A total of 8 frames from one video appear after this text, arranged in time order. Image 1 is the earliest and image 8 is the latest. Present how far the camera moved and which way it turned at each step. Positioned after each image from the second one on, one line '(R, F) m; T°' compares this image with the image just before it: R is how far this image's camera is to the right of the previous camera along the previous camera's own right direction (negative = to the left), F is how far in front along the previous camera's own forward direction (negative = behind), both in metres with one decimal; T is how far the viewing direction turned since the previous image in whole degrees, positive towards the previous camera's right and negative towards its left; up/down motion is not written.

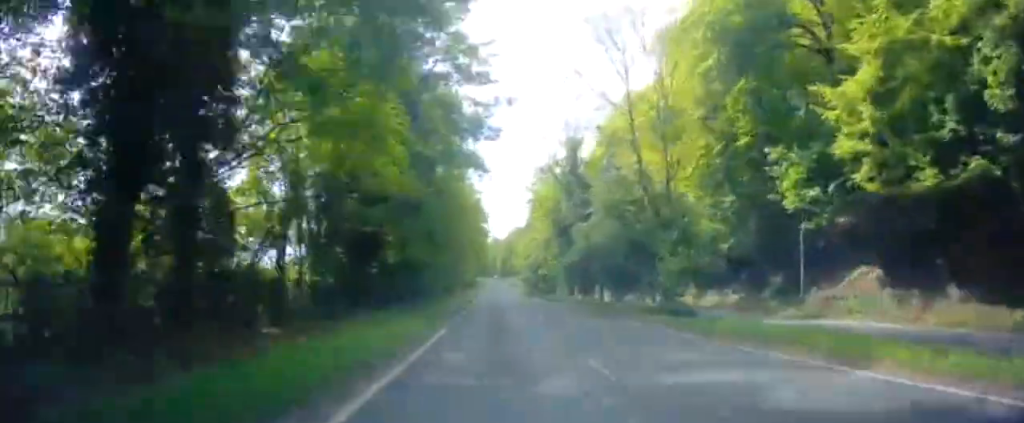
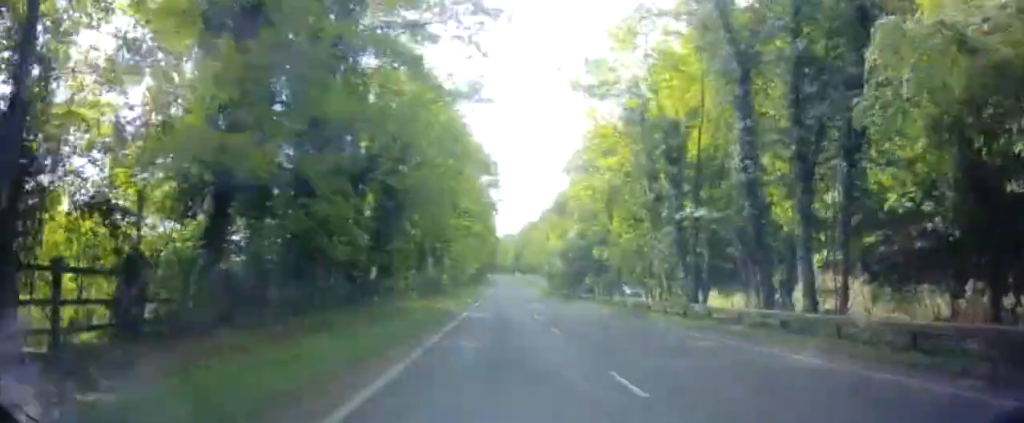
(-0.3, +28.6) m; -1°
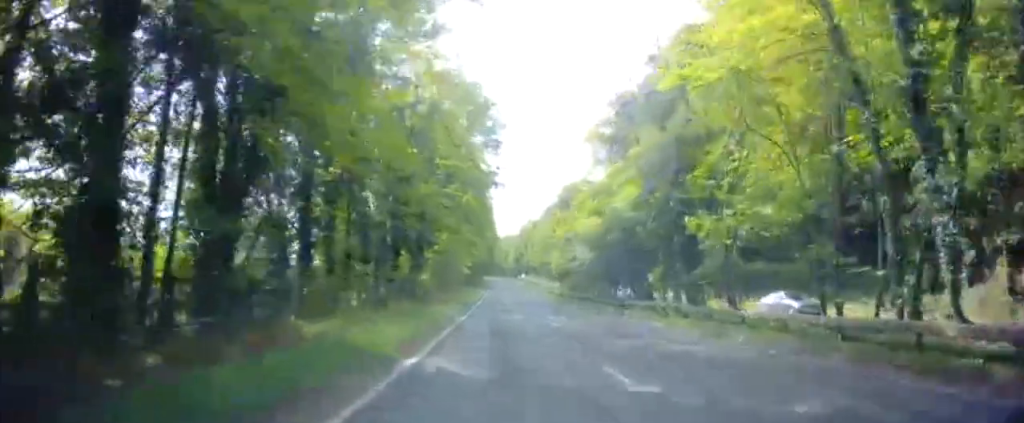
(0.0, +17.0) m; 0°
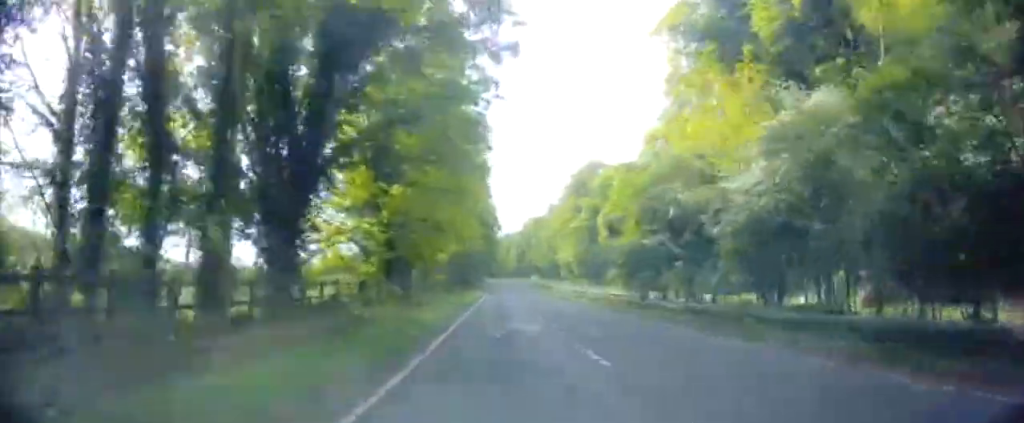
(-0.2, +25.5) m; -1°
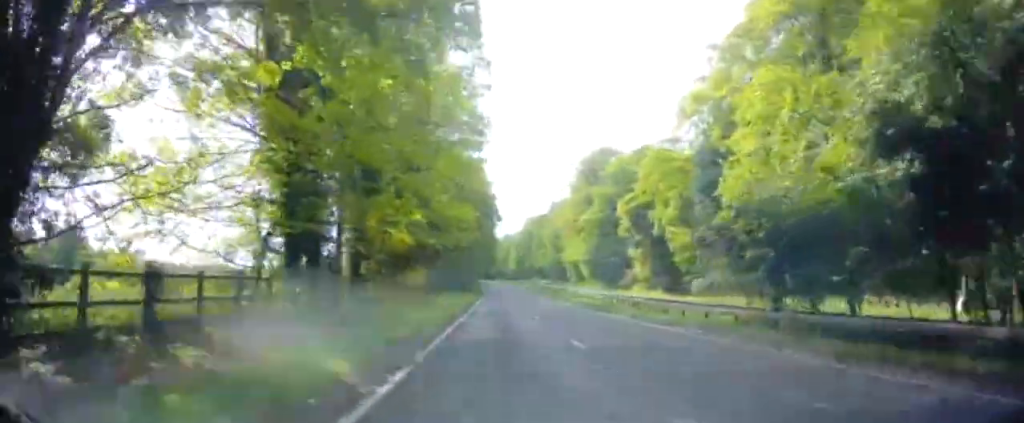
(-0.1, +15.1) m; 0°
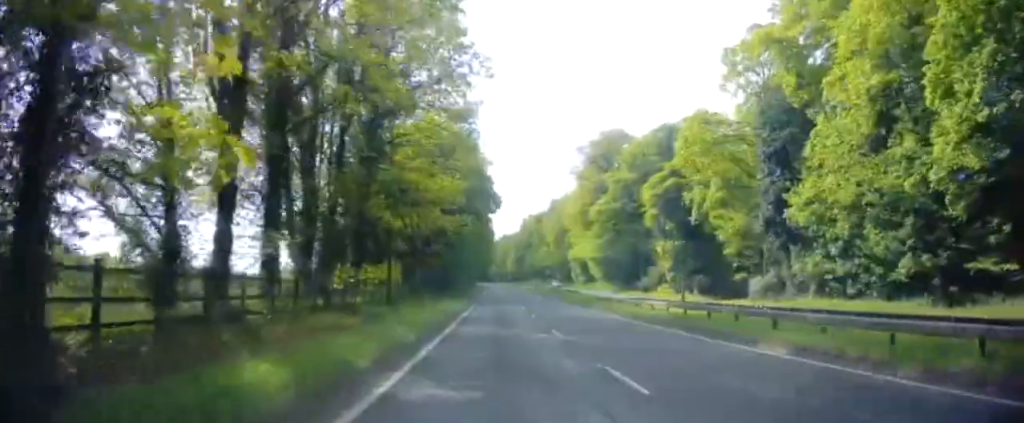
(+0.1, +13.9) m; +1°
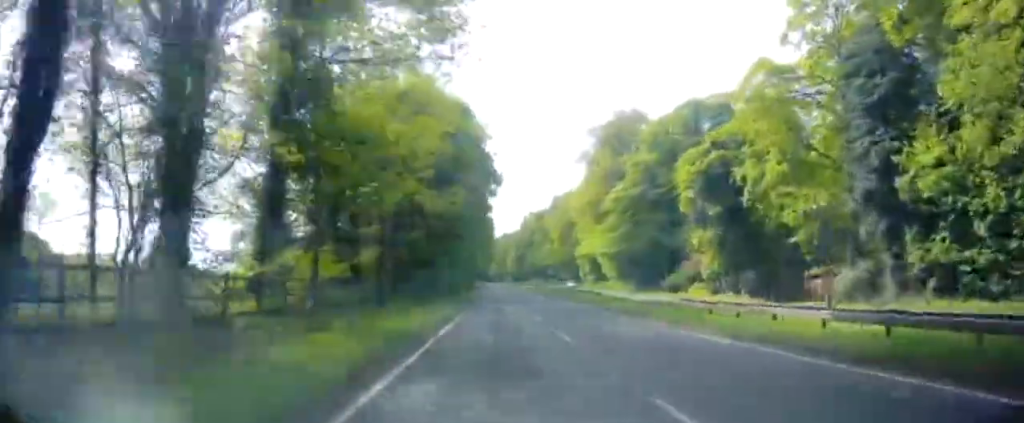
(+0.4, +11.7) m; 0°
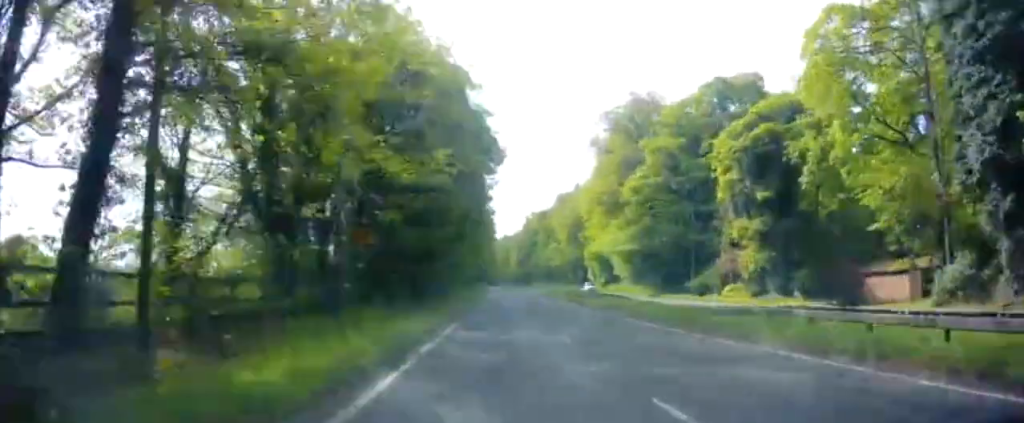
(-0.2, +8.7) m; 0°
